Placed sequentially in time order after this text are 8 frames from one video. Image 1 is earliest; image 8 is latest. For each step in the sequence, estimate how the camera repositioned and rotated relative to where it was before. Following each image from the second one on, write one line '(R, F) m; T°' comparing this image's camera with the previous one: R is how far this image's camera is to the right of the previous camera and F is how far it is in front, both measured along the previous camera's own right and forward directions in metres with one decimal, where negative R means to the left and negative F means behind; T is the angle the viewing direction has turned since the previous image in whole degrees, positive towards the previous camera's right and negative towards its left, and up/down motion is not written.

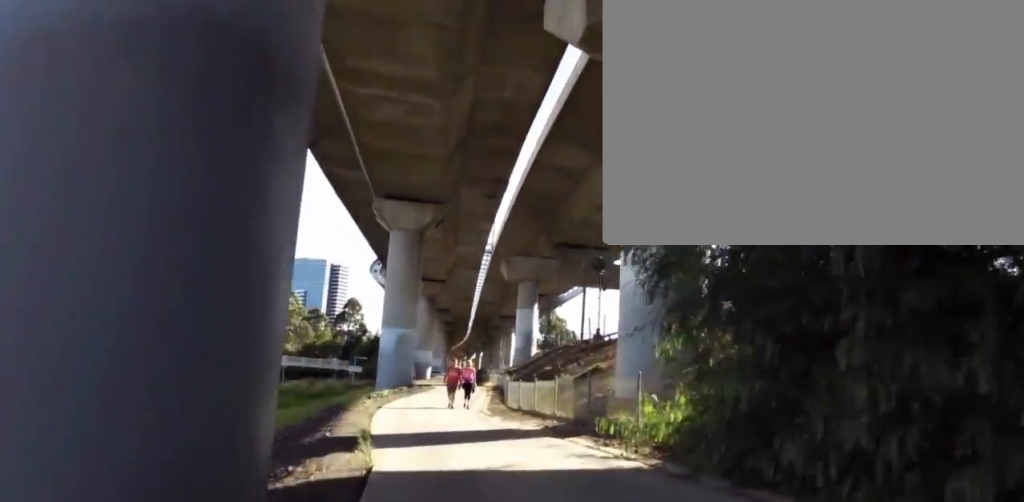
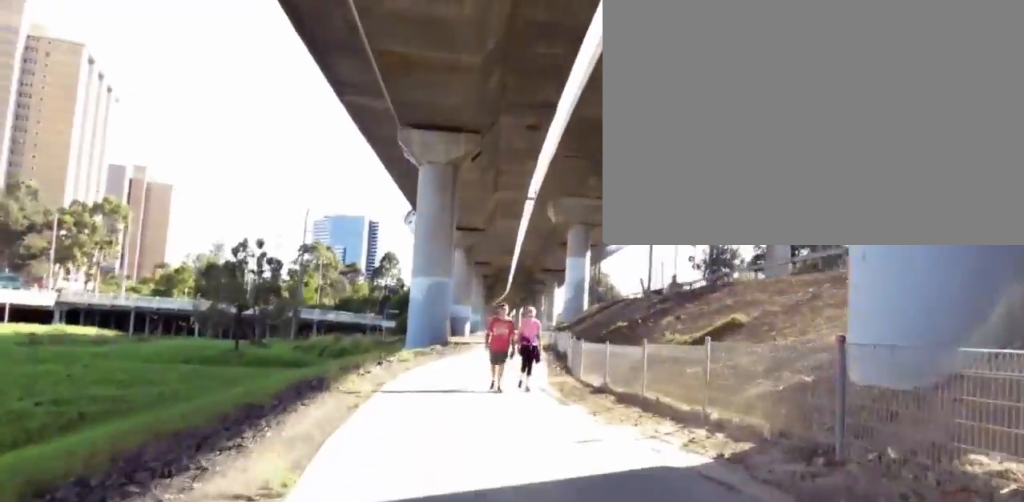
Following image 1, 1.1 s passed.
(-0.8, +6.9) m; -8°
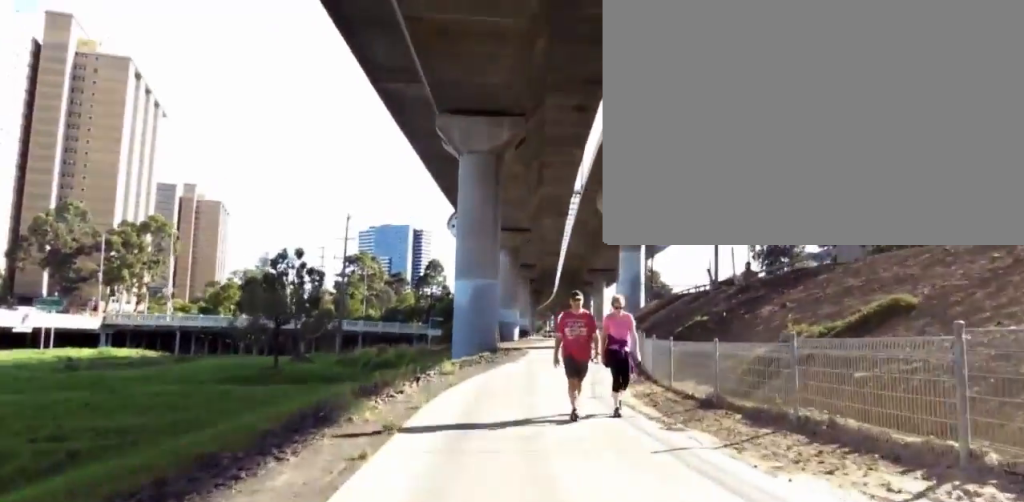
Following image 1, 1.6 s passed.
(0.0, +3.1) m; +4°
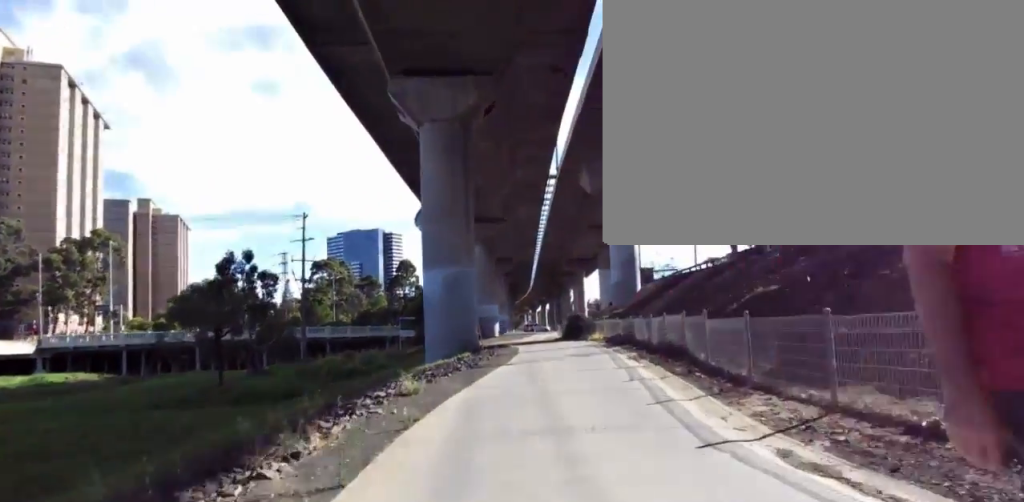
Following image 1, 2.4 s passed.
(+0.2, +5.6) m; +5°
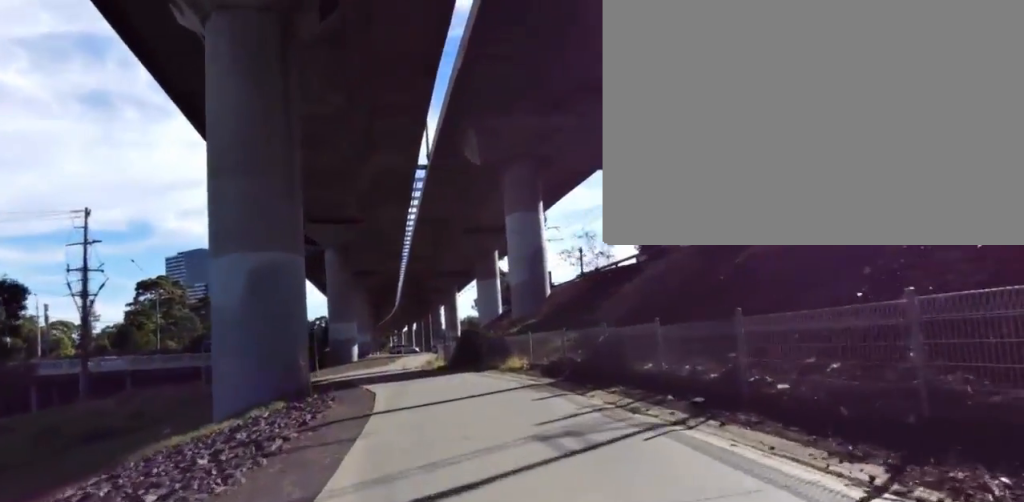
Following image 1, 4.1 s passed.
(-0.3, +11.6) m; -8°
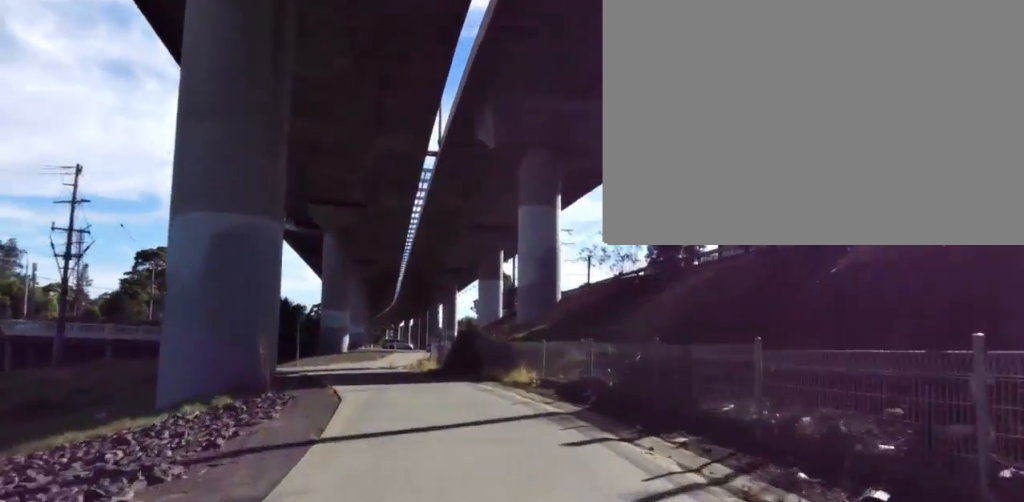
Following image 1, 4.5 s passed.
(0.0, +3.0) m; -1°
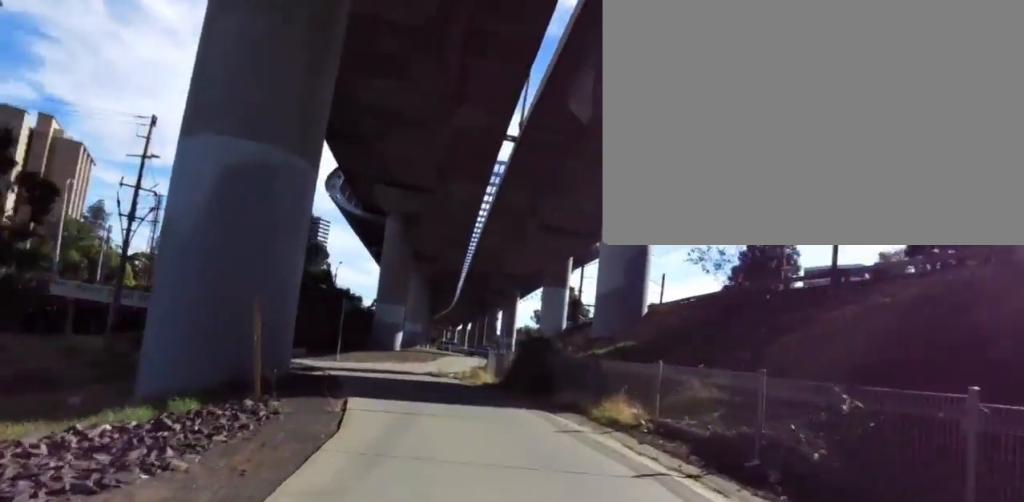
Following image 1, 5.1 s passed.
(0.0, +4.2) m; -1°
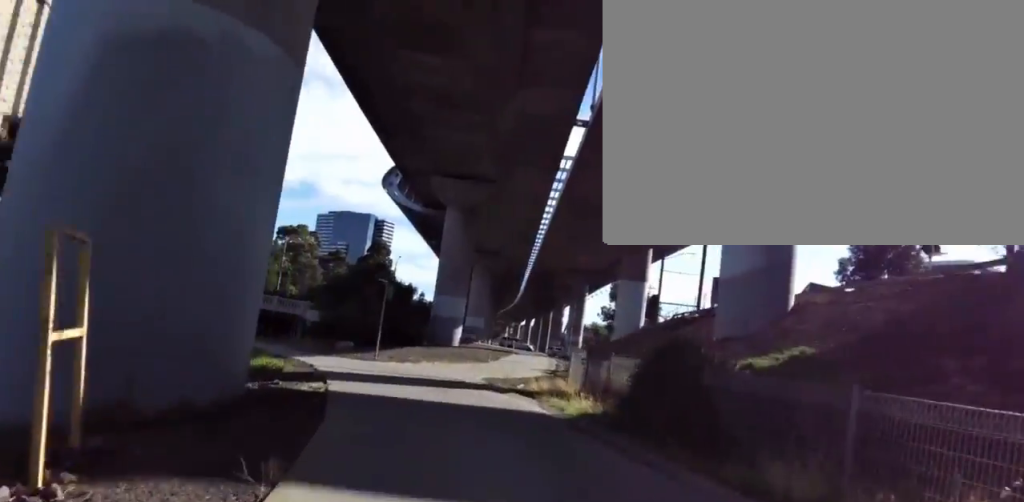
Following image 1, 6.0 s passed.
(-0.1, +6.2) m; -9°
